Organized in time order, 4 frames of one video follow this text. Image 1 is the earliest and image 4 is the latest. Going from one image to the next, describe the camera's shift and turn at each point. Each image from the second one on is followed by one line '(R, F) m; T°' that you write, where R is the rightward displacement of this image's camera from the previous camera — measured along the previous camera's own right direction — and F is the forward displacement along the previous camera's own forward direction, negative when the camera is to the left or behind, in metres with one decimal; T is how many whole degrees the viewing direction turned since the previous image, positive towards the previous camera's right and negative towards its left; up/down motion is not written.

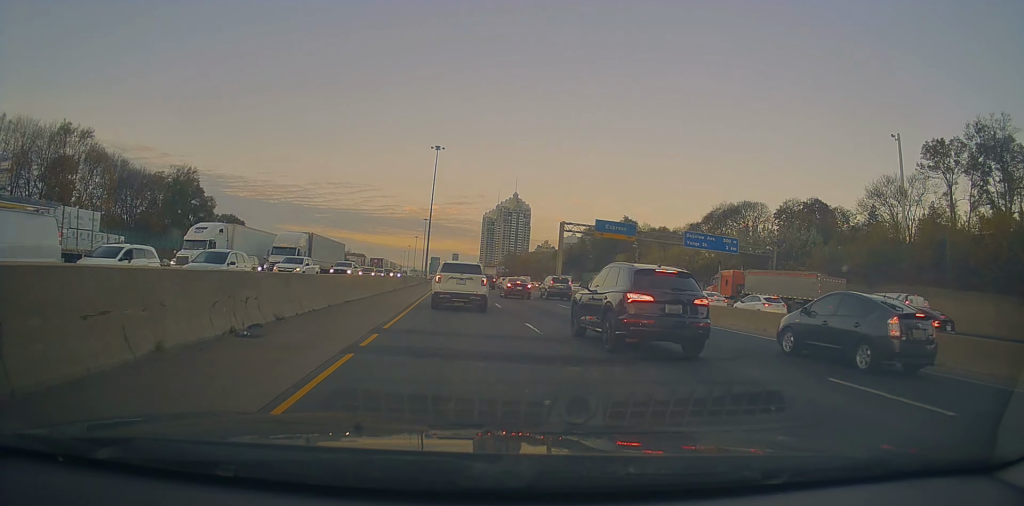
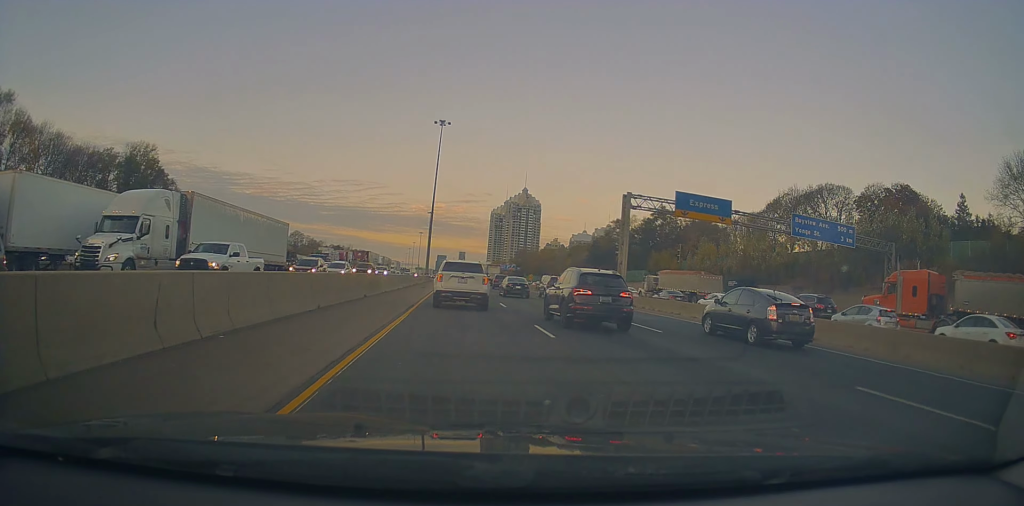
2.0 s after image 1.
(+0.4, +23.9) m; +3°
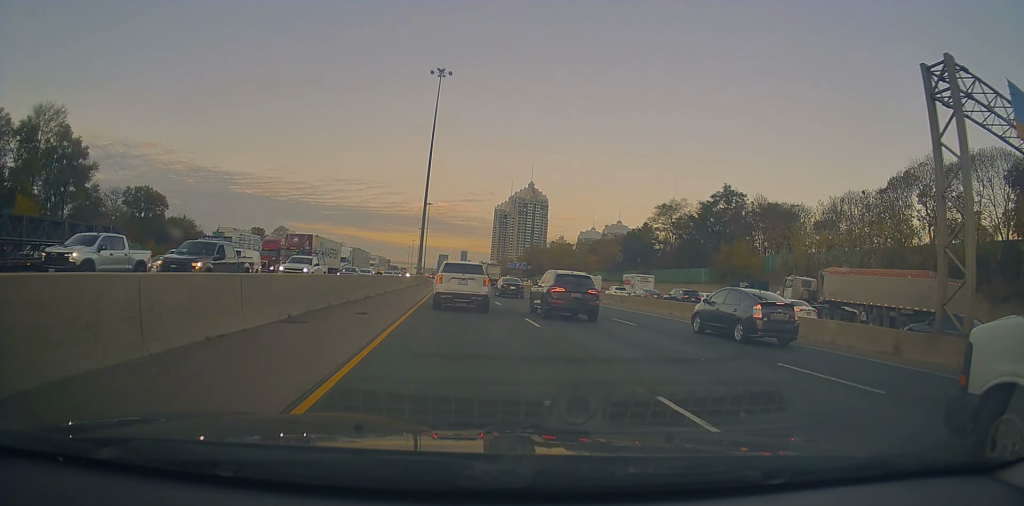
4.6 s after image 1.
(0.0, +32.6) m; 0°
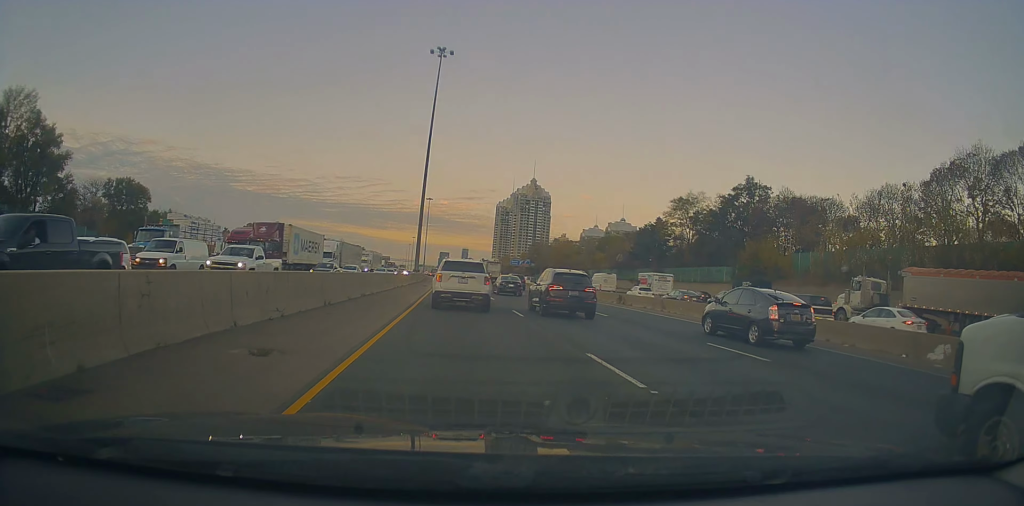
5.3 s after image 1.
(0.0, +8.2) m; -2°
